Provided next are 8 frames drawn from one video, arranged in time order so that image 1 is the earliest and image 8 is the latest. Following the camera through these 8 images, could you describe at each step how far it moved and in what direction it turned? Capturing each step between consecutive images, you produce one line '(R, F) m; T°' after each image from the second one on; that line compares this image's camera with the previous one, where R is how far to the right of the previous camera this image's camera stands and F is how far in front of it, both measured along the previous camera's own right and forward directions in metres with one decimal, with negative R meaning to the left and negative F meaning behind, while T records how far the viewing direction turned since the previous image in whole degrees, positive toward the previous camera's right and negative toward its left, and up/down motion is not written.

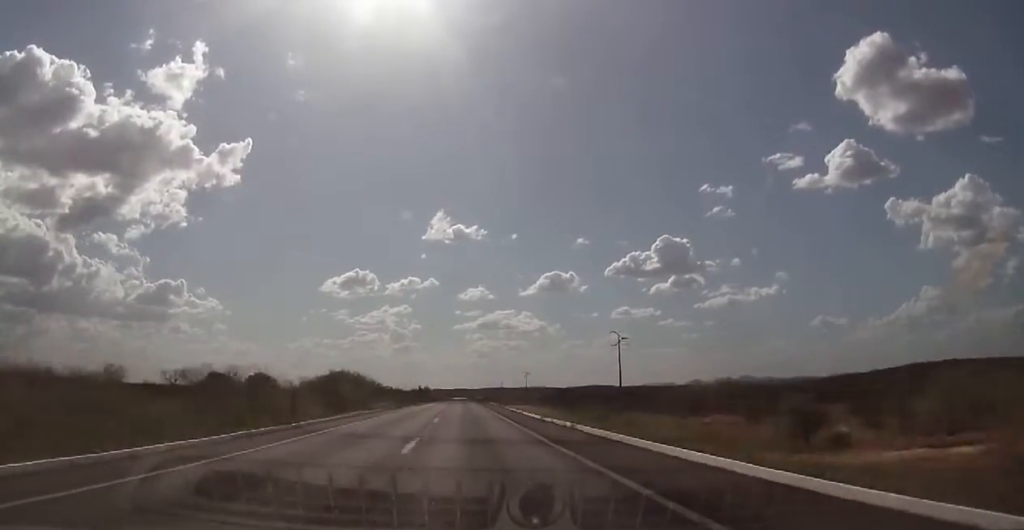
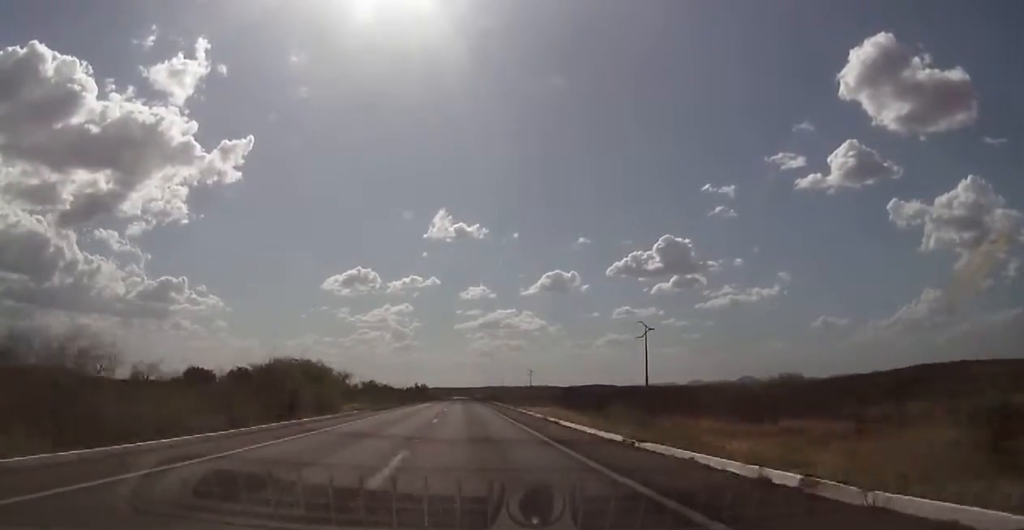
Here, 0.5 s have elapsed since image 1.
(0.0, +20.1) m; 0°
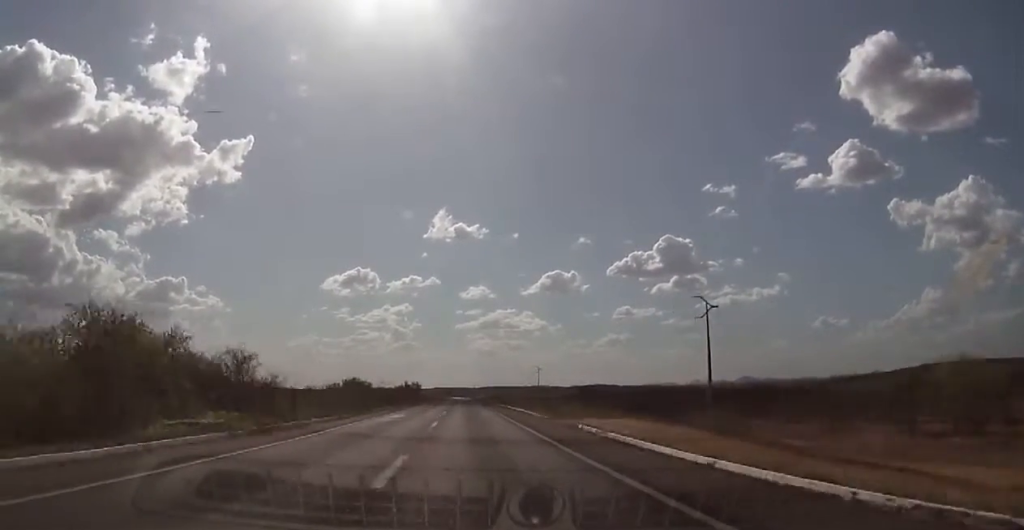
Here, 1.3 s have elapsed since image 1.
(0.0, +32.2) m; 0°
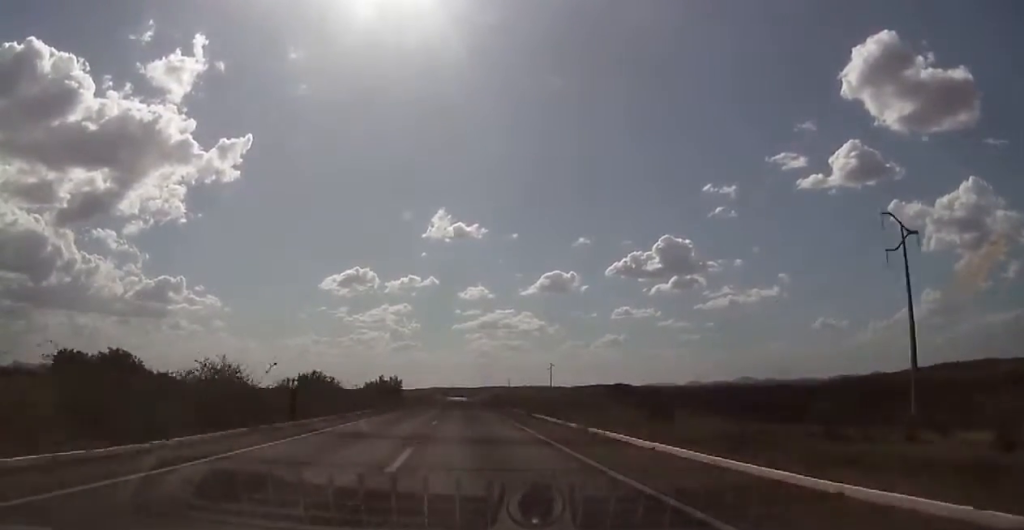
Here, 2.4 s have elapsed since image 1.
(0.0, +45.6) m; 0°
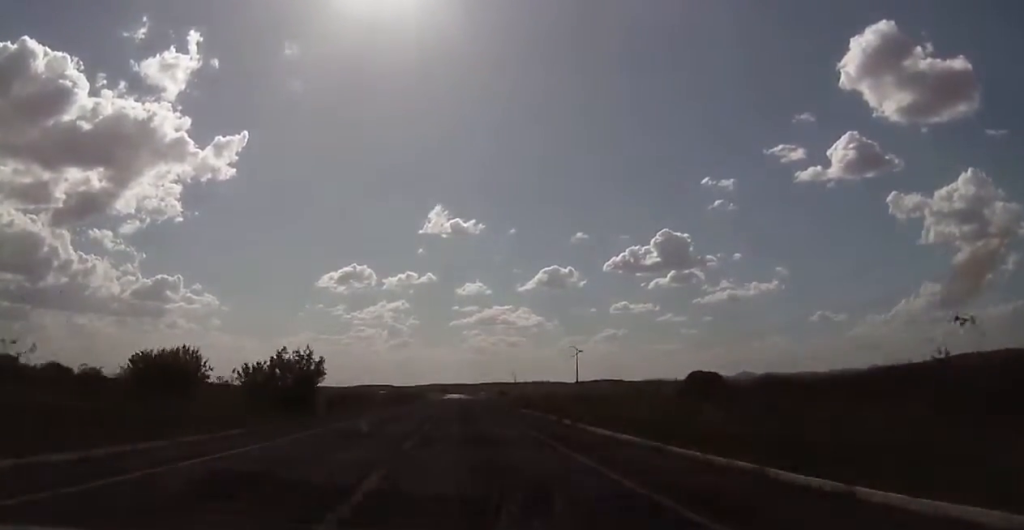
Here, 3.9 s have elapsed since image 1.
(0.0, +60.4) m; 0°
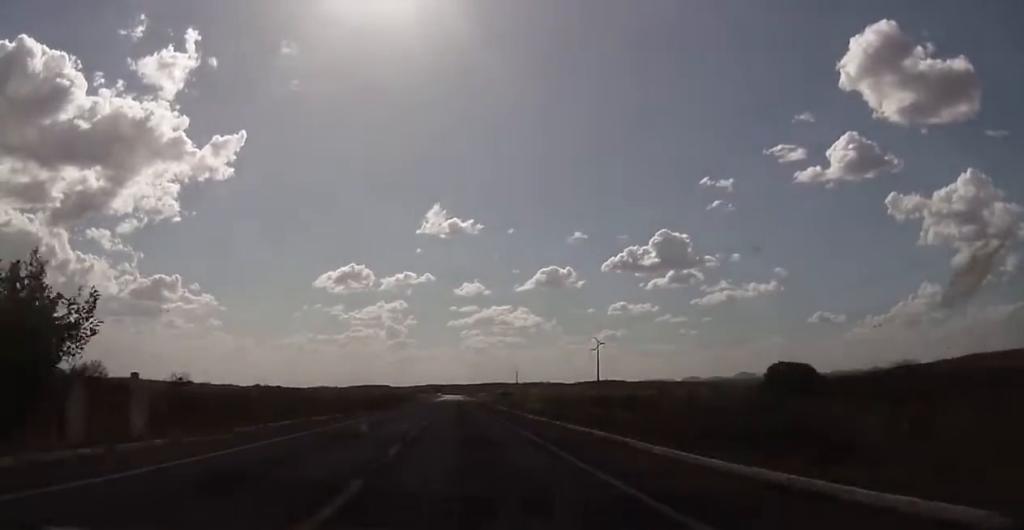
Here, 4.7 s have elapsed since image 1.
(0.0, +32.2) m; 0°
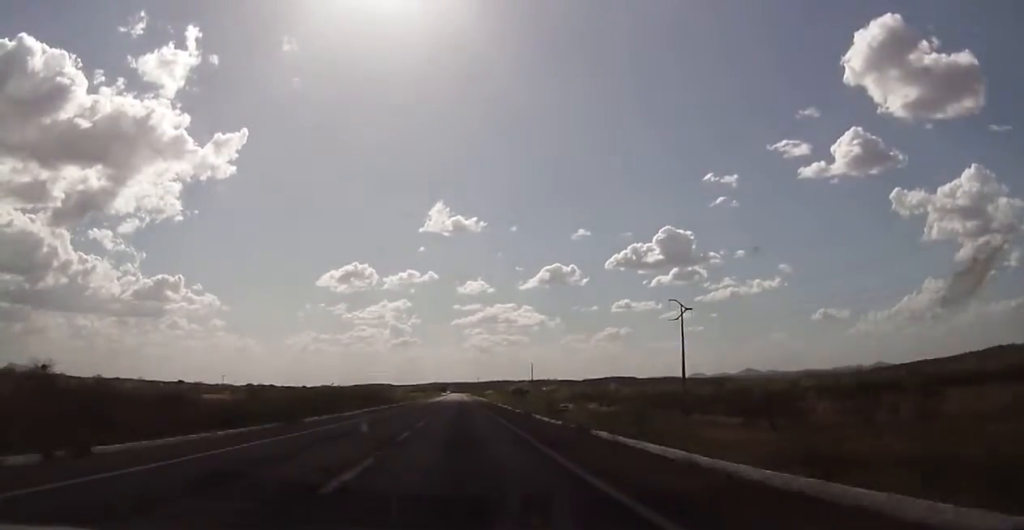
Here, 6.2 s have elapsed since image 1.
(0.0, +60.4) m; 0°
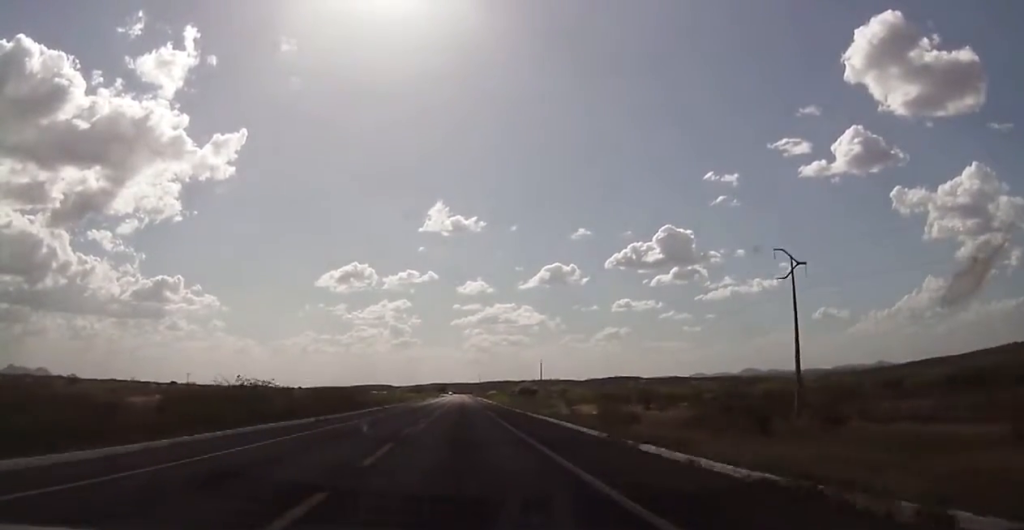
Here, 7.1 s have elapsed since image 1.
(0.0, +36.1) m; 0°
